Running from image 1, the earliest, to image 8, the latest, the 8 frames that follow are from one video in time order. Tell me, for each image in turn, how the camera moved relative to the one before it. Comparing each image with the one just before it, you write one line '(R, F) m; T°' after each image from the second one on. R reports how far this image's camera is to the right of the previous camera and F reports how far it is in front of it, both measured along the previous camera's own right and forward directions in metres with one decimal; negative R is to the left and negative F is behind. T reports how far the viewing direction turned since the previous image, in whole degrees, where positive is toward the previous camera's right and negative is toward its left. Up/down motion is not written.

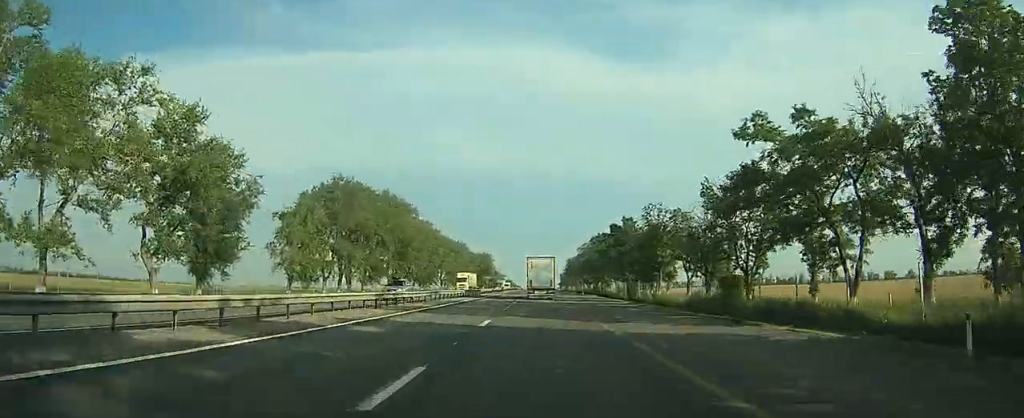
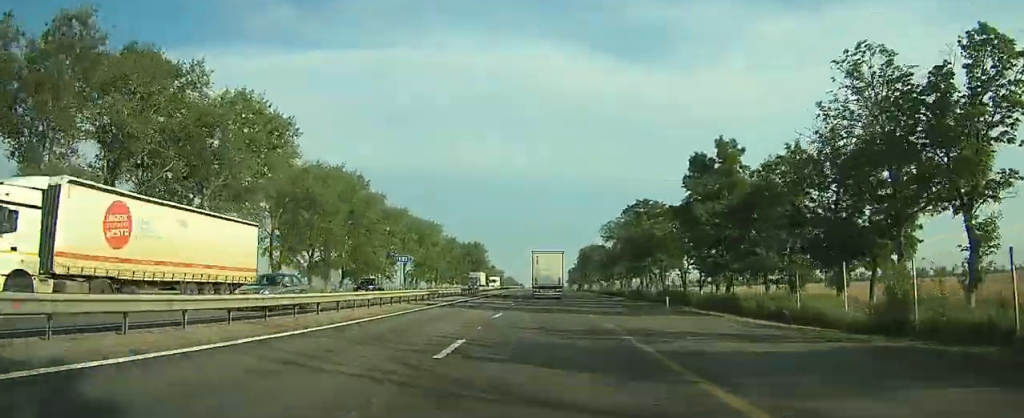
(0.0, +55.3) m; 0°
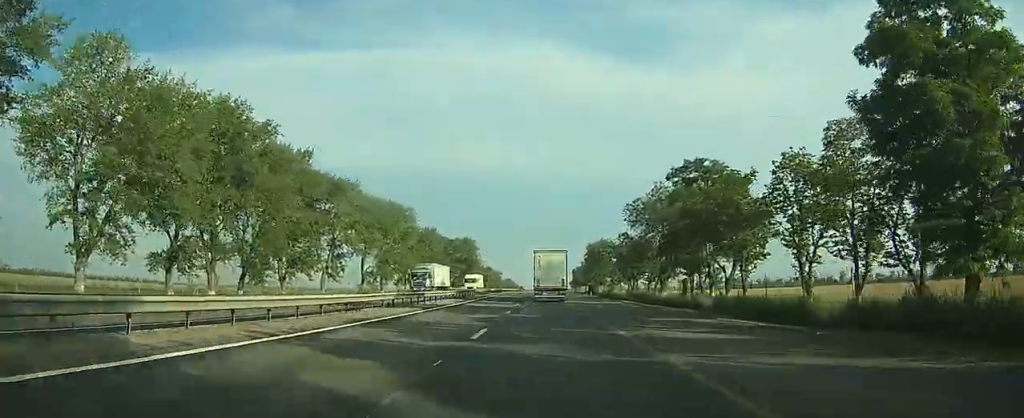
(0.0, +30.8) m; 0°
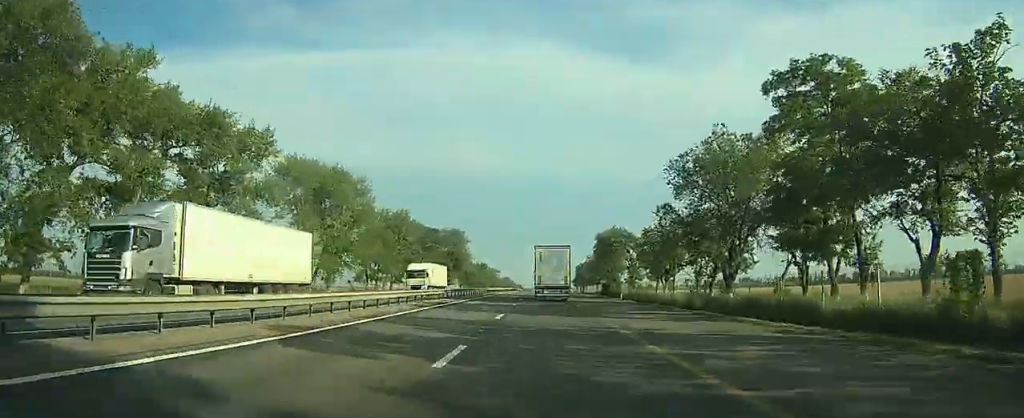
(0.0, +27.3) m; 0°
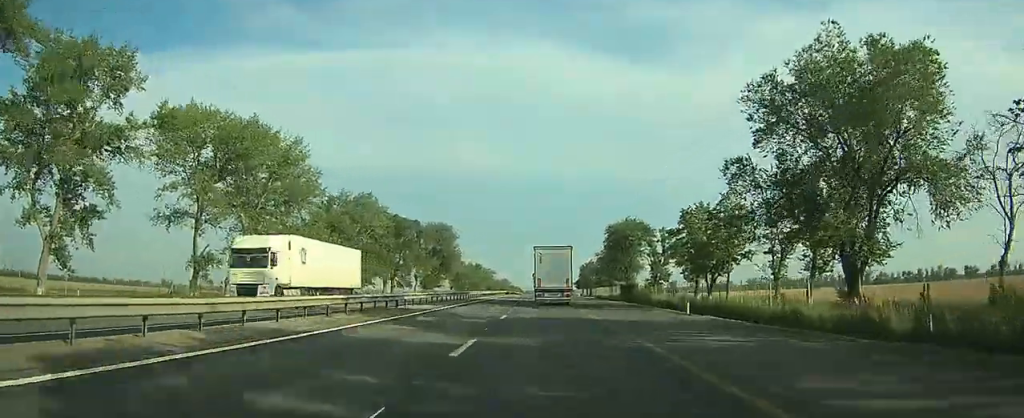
(0.0, +20.6) m; 0°
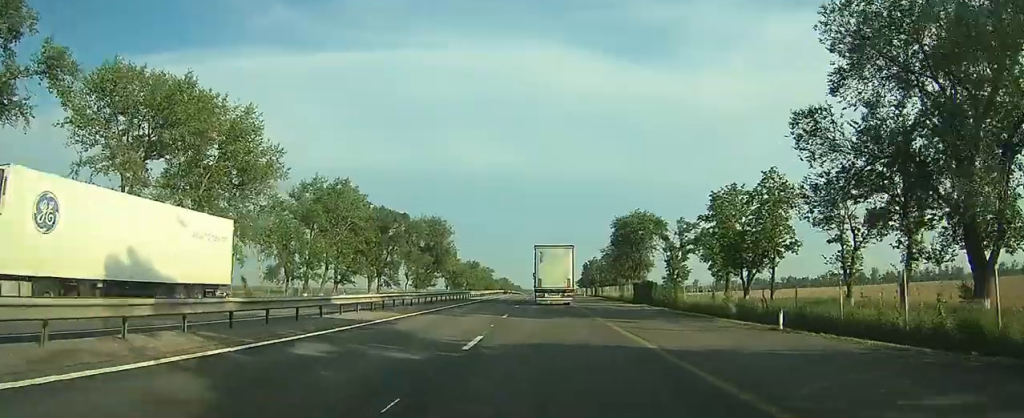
(0.0, +9.6) m; 0°
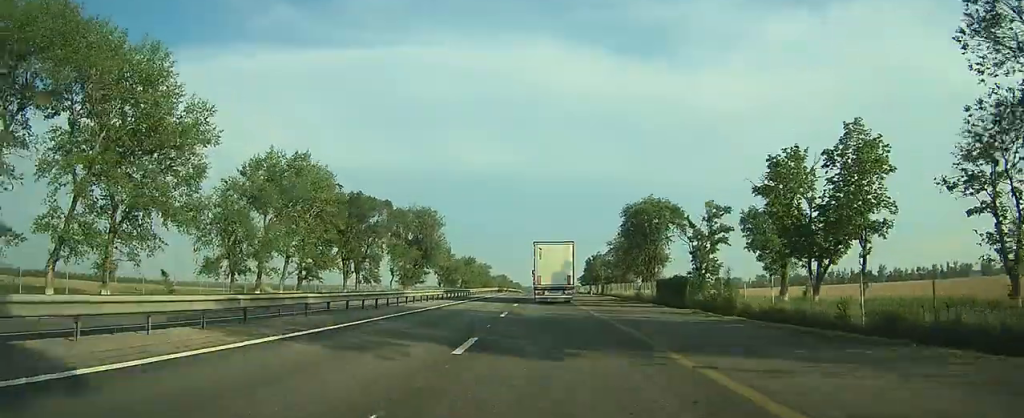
(0.0, +11.9) m; 0°
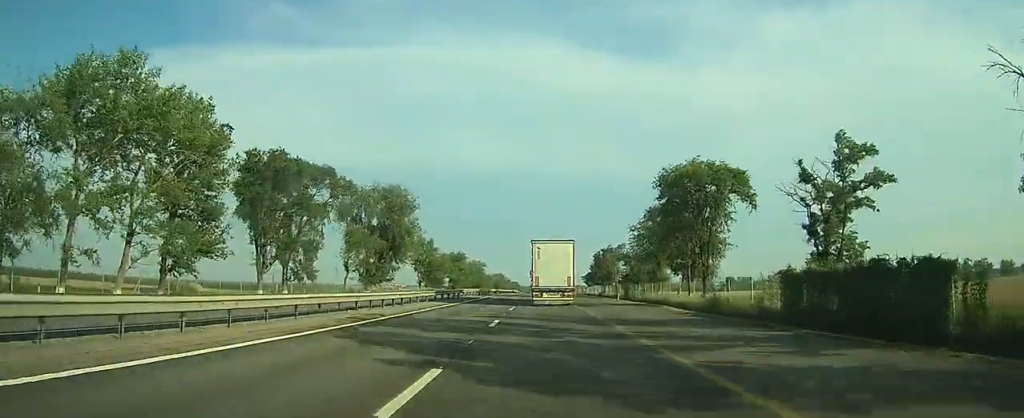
(0.0, +25.3) m; 0°
